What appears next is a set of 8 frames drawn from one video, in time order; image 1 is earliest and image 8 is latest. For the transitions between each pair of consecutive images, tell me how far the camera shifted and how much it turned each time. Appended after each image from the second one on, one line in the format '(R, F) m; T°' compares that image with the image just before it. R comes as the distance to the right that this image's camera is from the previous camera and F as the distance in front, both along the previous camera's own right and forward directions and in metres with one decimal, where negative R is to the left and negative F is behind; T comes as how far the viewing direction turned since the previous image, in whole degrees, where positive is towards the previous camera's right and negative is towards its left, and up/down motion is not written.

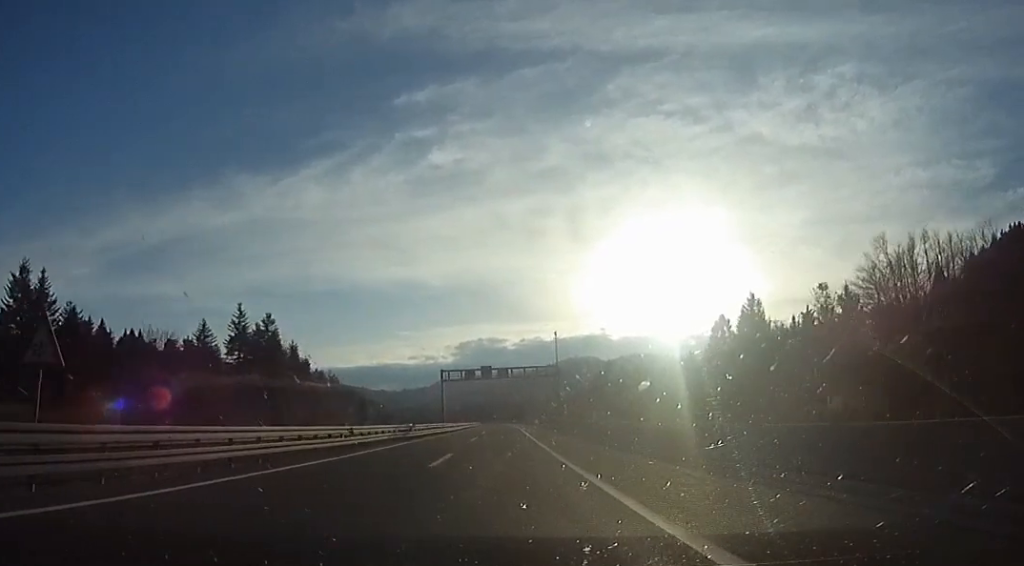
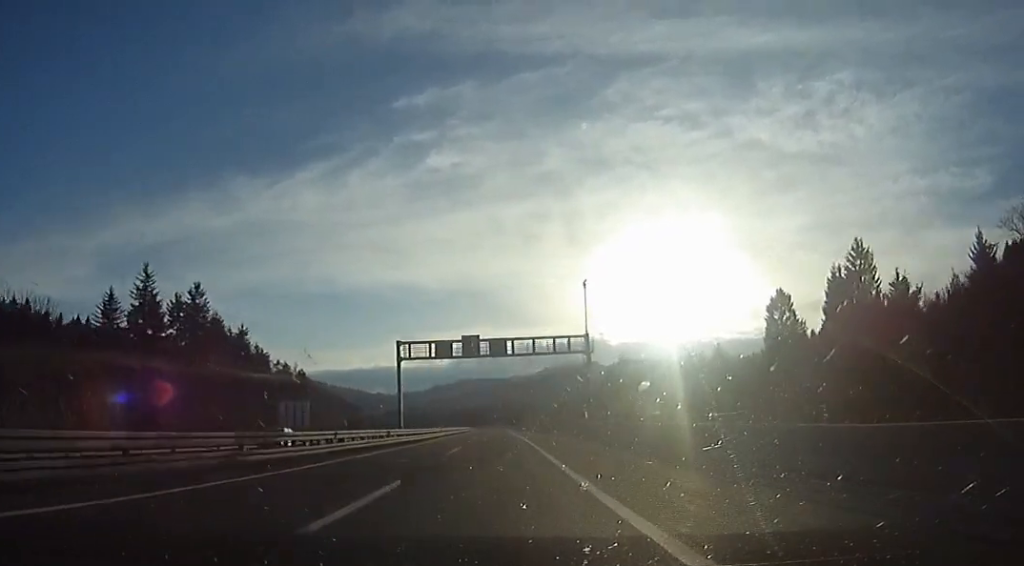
(0.0, +28.6) m; 0°
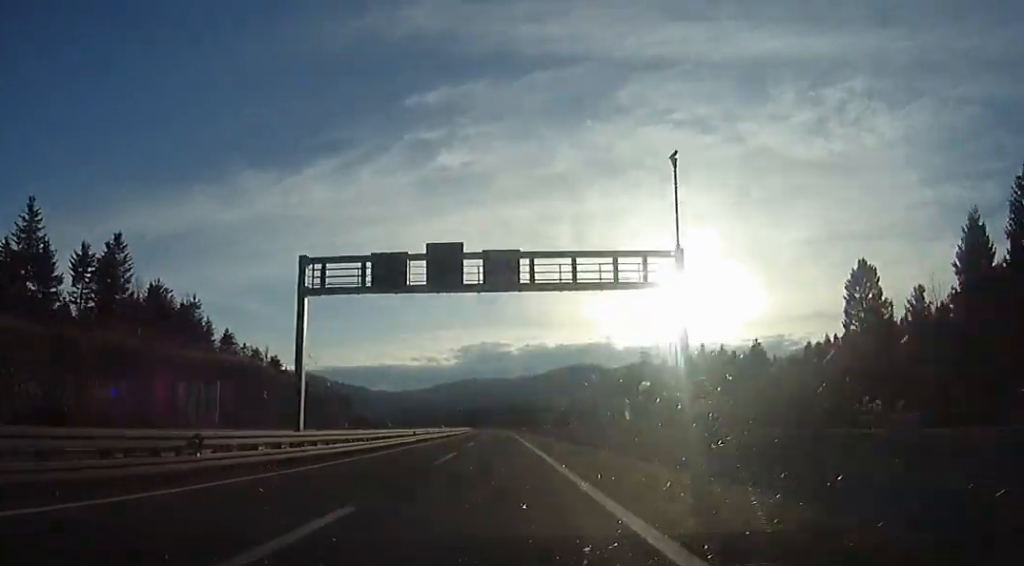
(0.0, +22.9) m; 0°
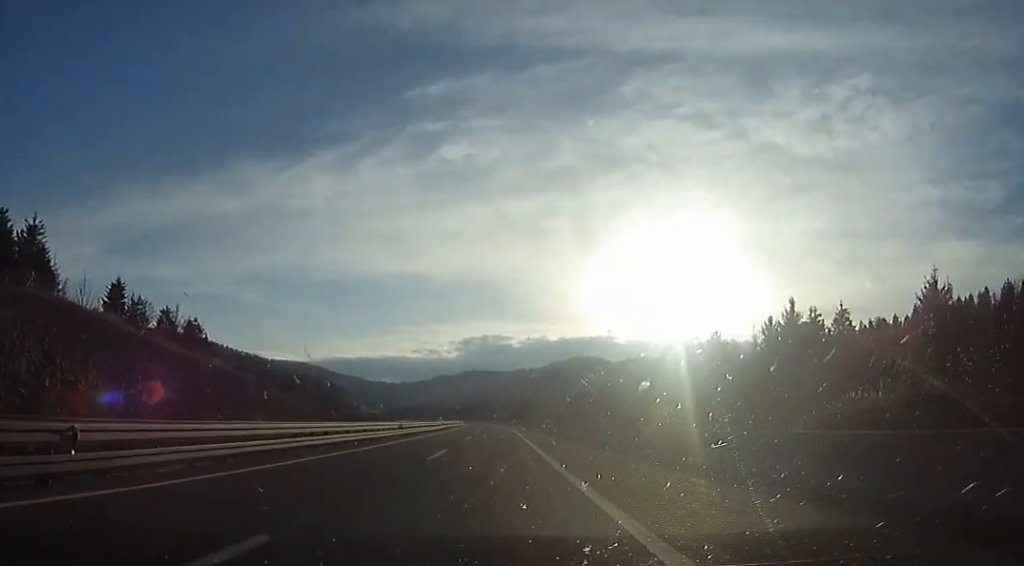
(0.0, +39.7) m; 0°
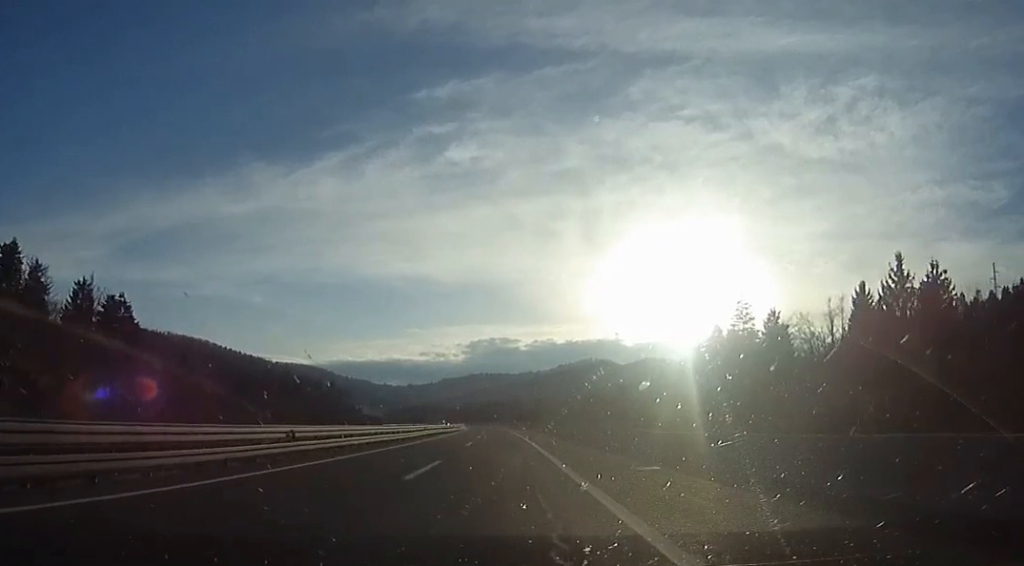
(0.0, +24.5) m; 0°
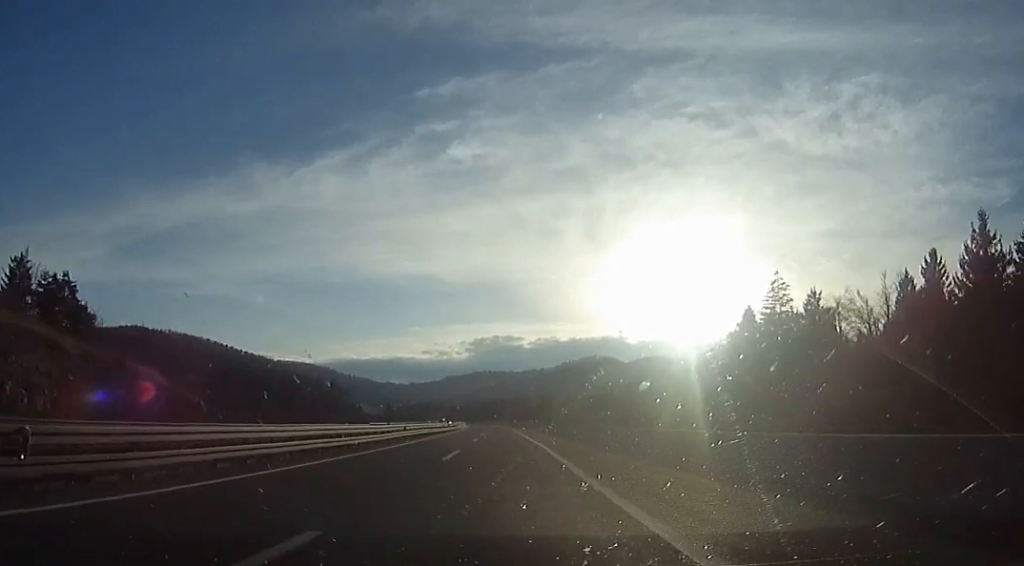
(0.0, +13.0) m; 0°
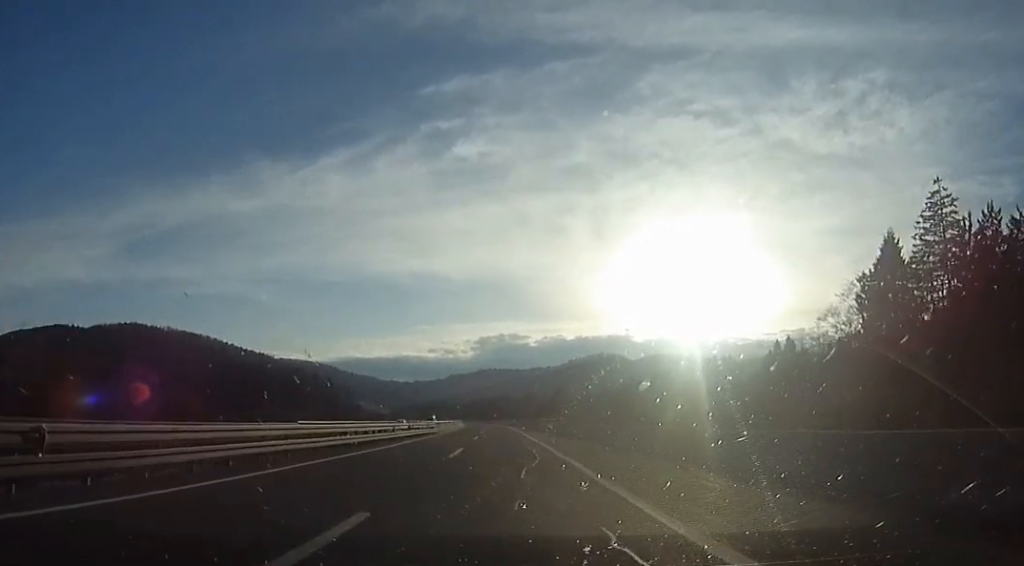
(+0.1, +36.0) m; +1°
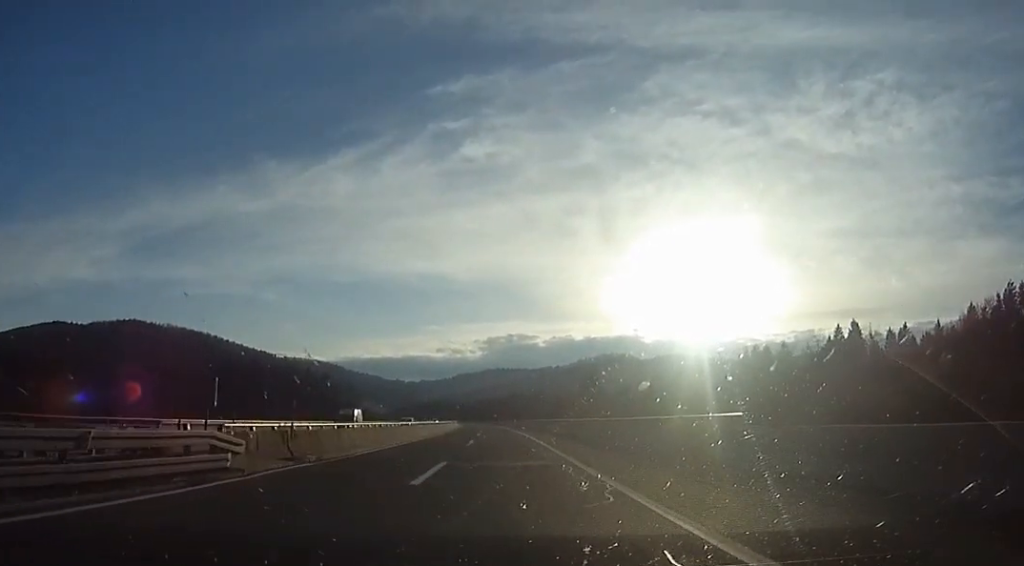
(-1.2, +45.3) m; -4°
